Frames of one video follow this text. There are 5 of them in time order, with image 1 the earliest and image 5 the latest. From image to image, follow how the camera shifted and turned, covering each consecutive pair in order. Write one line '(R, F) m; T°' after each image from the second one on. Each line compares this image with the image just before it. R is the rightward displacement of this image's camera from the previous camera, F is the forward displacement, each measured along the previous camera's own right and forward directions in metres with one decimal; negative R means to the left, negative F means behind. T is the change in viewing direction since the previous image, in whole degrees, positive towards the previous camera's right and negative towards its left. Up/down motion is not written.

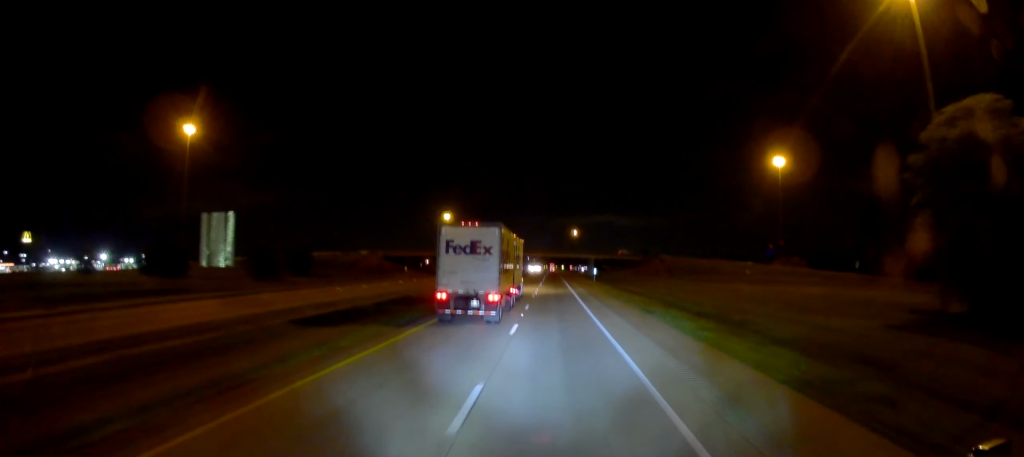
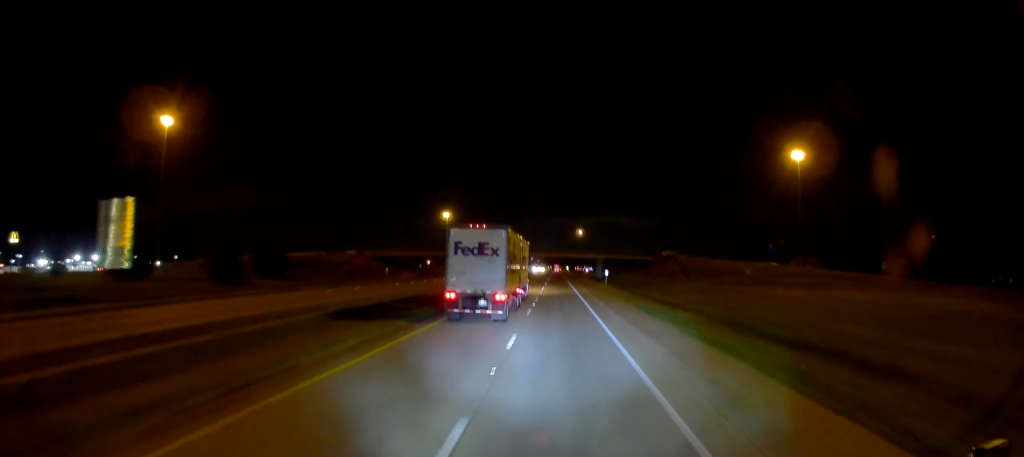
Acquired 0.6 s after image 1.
(+0.4, +15.2) m; 0°
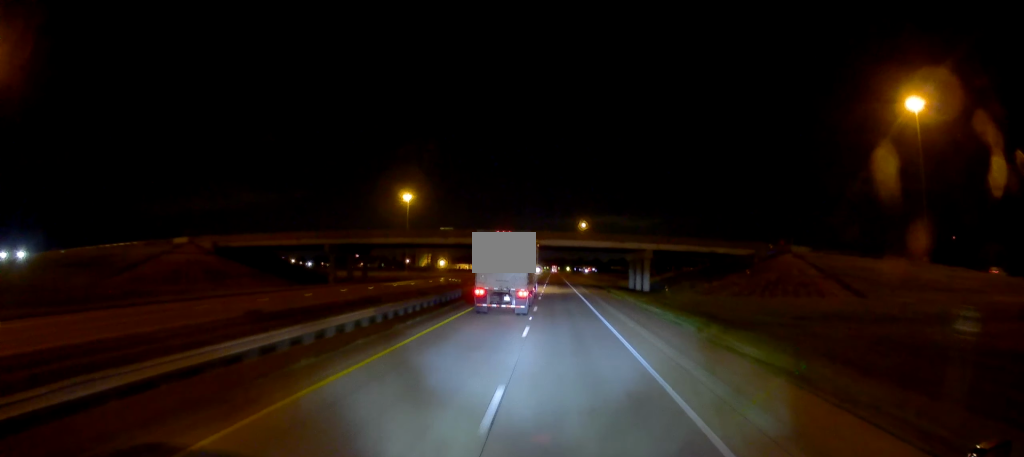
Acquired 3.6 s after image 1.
(-1.2, +81.9) m; -1°
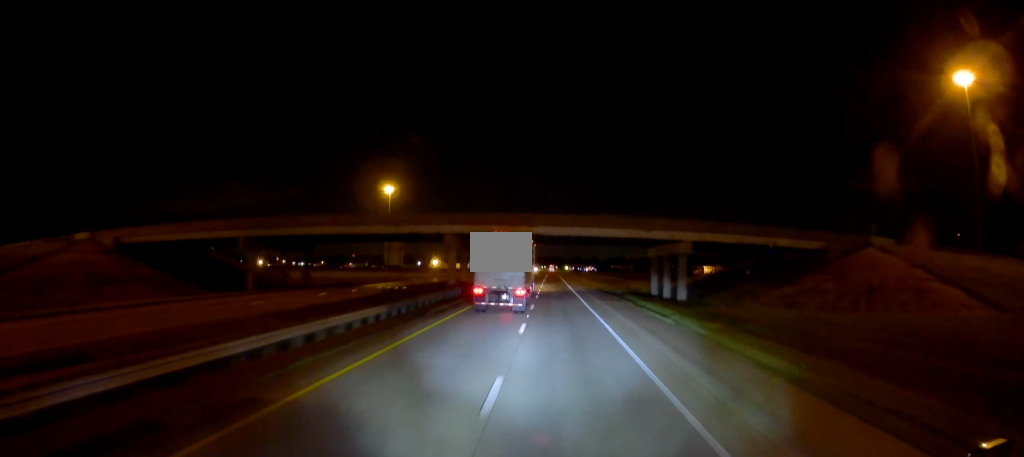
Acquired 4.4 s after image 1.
(+0.1, +23.5) m; 0°
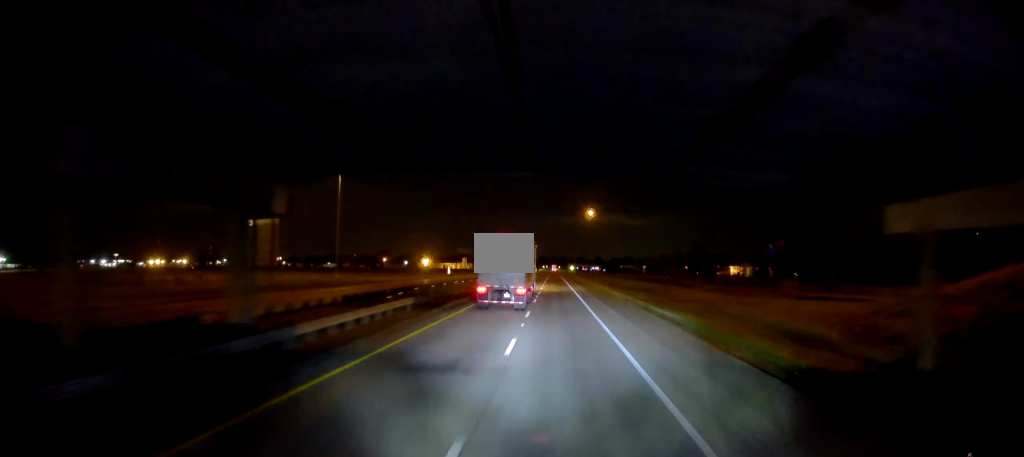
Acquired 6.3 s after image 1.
(+0.6, +52.9) m; +1°
